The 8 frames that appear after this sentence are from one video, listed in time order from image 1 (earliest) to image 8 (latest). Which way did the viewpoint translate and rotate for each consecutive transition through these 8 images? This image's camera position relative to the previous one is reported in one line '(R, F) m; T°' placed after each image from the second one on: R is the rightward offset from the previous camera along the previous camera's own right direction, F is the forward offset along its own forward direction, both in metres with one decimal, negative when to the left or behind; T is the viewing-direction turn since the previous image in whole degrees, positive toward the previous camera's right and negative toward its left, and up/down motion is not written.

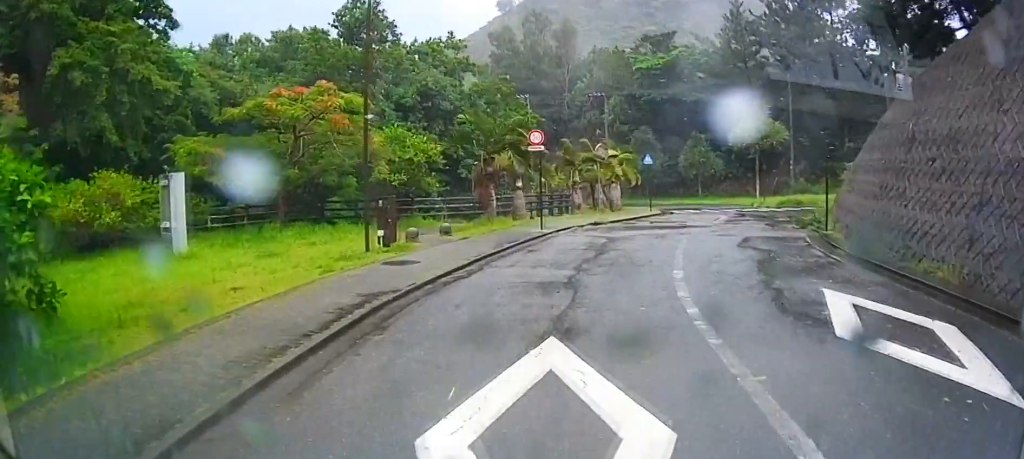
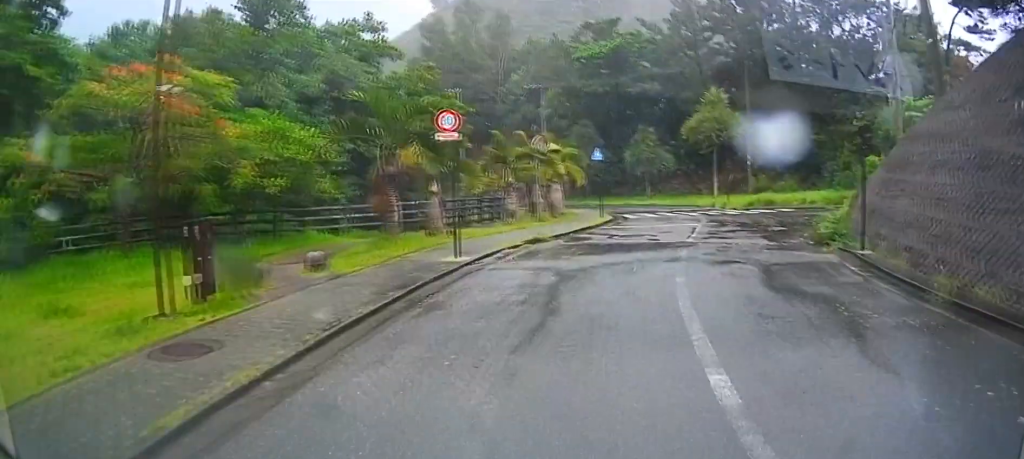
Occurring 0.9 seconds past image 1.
(+0.2, +5.1) m; +4°
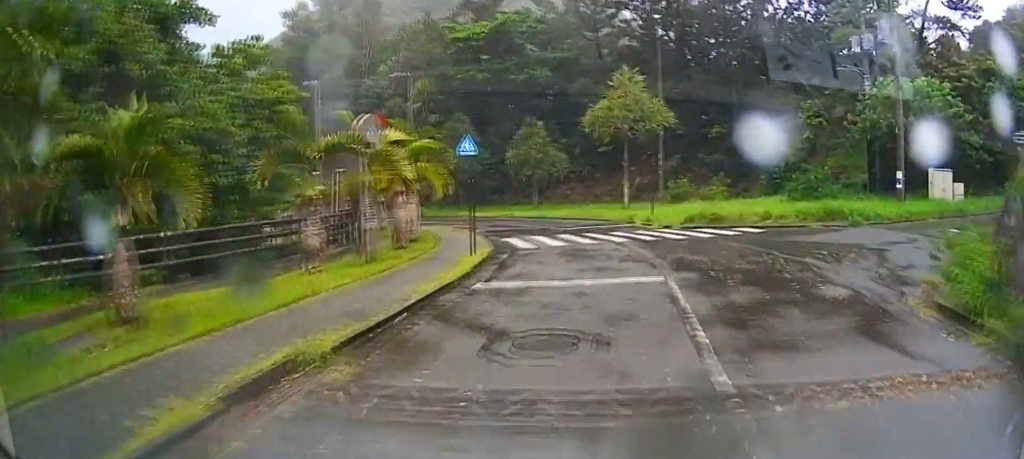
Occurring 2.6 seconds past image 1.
(+0.7, +9.5) m; +7°
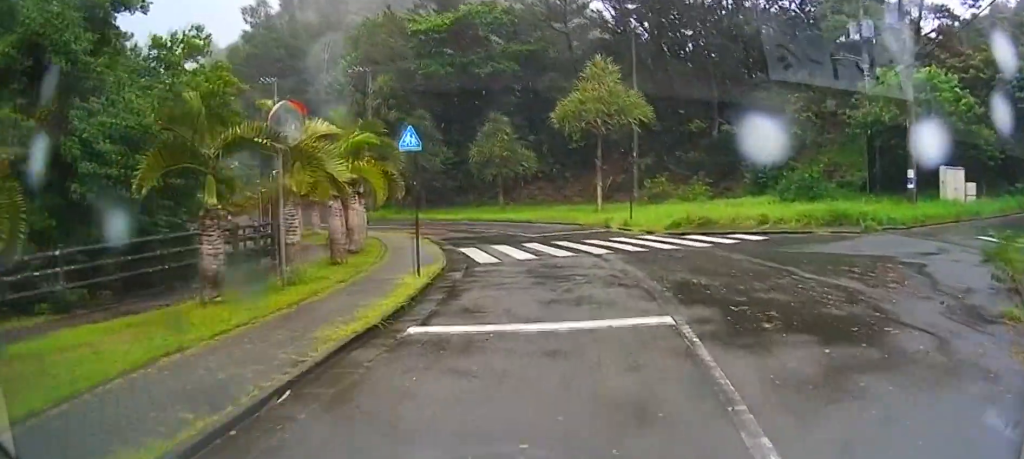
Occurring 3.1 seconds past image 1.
(0.0, +2.9) m; +1°
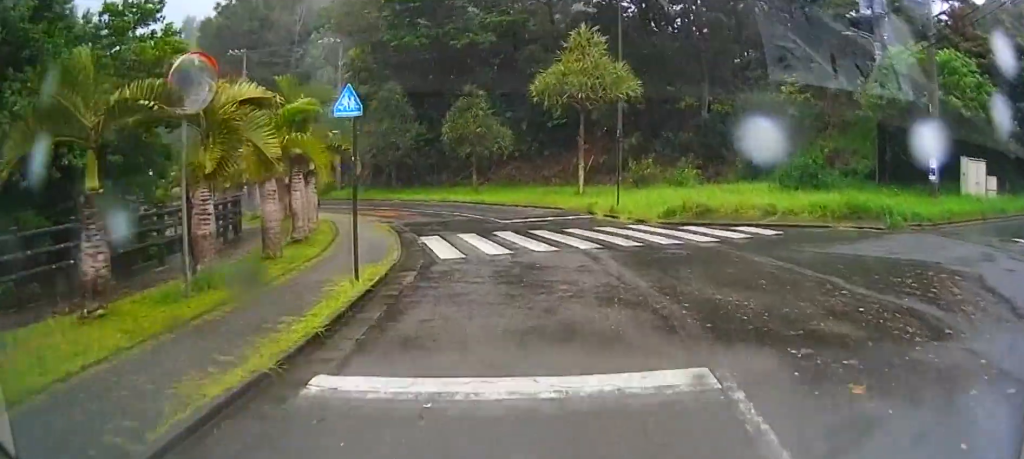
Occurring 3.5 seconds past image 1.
(0.0, +2.6) m; 0°
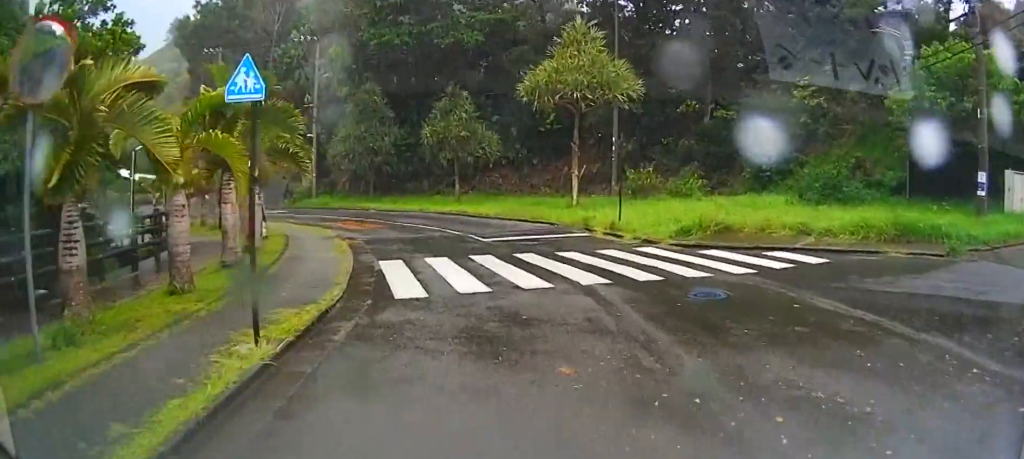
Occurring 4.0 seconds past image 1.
(0.0, +2.8) m; 0°
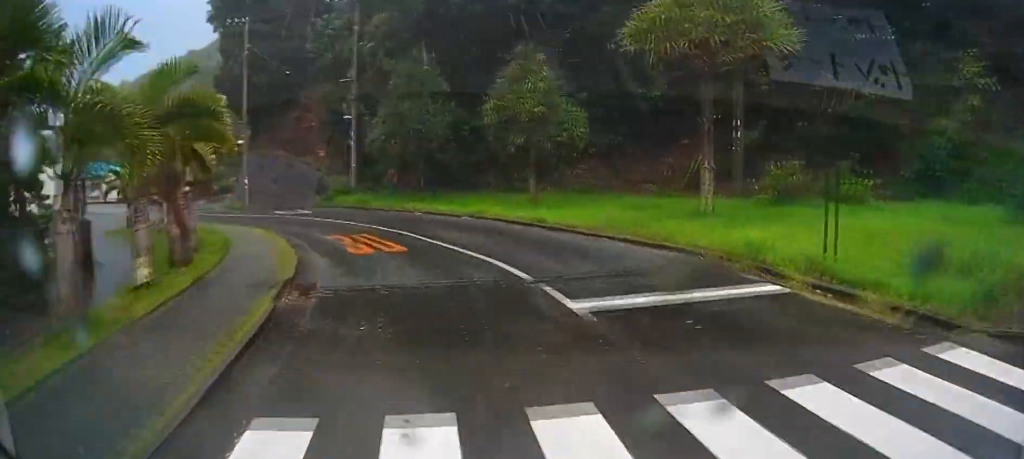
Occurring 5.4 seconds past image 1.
(0.0, +9.0) m; -5°
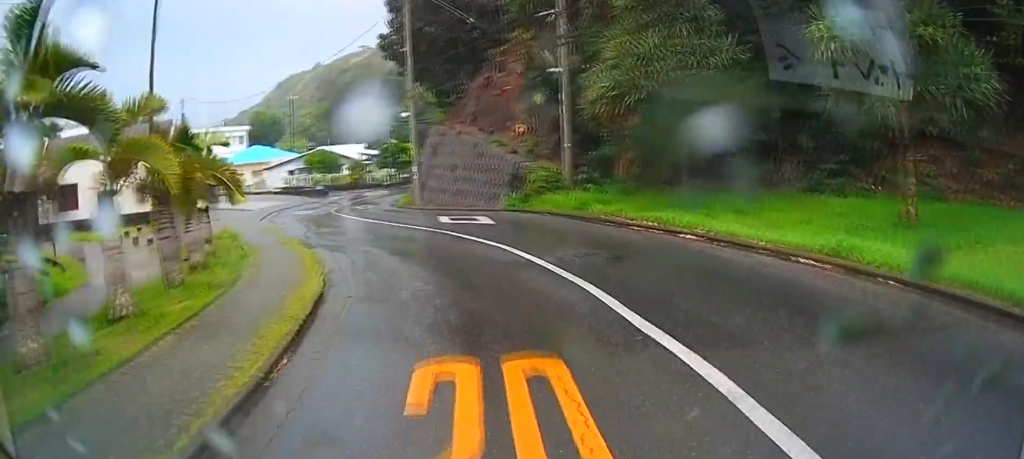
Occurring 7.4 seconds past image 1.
(-1.5, +13.1) m; -15°
